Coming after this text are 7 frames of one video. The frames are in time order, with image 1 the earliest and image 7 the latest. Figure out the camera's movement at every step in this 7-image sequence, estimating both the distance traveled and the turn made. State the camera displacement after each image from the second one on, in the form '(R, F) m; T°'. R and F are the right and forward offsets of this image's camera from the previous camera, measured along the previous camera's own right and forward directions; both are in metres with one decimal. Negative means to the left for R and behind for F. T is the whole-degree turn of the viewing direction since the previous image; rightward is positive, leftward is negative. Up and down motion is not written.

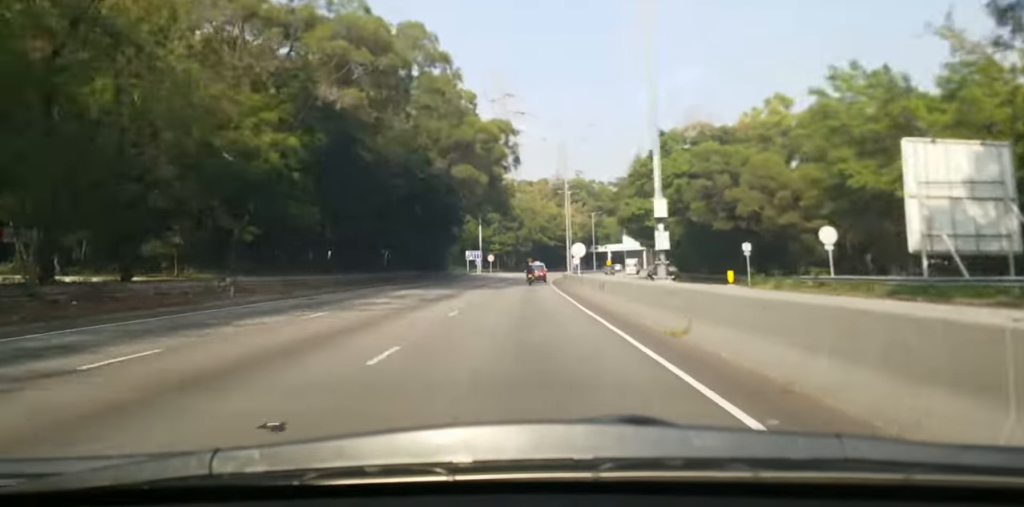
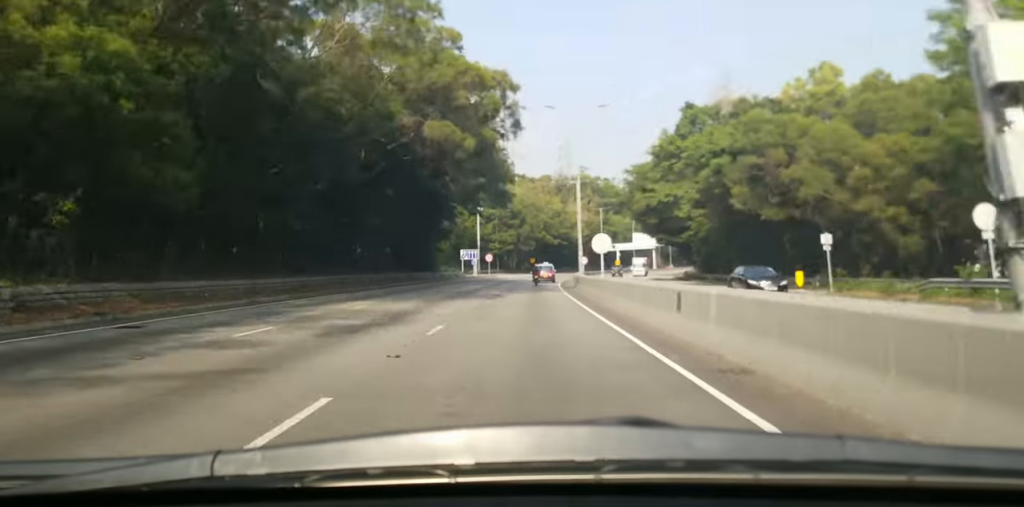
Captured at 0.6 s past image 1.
(+0.2, +12.4) m; +1°
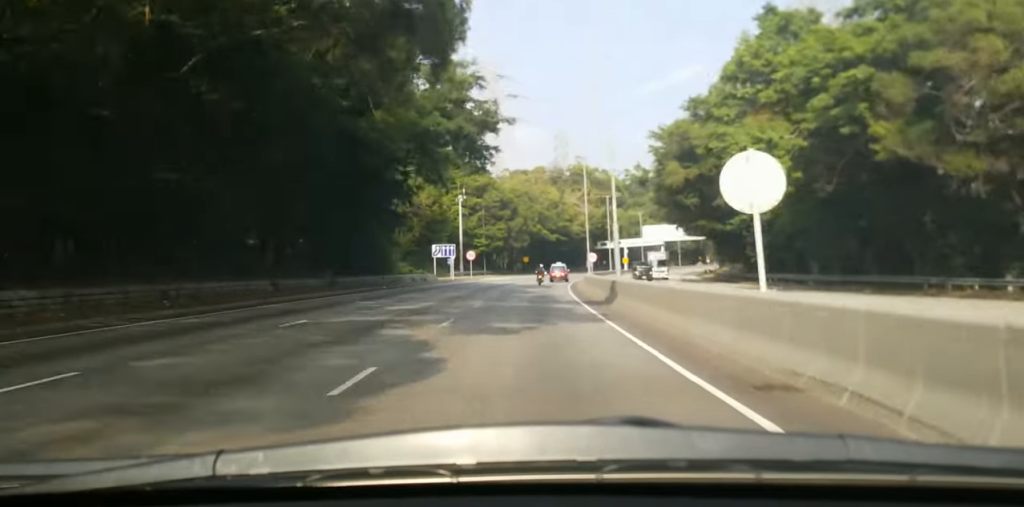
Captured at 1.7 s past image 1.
(+0.5, +24.6) m; +2°
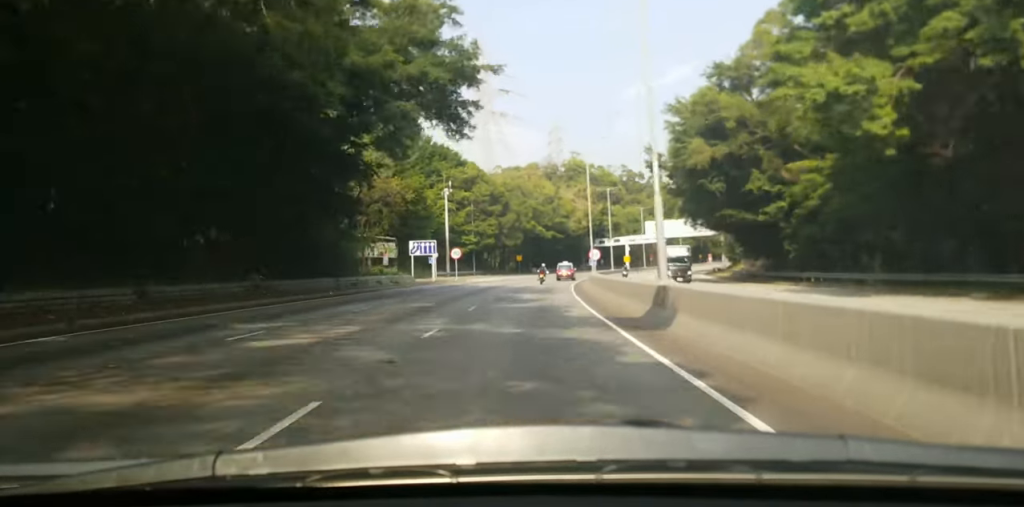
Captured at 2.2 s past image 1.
(+0.1, +10.5) m; +1°
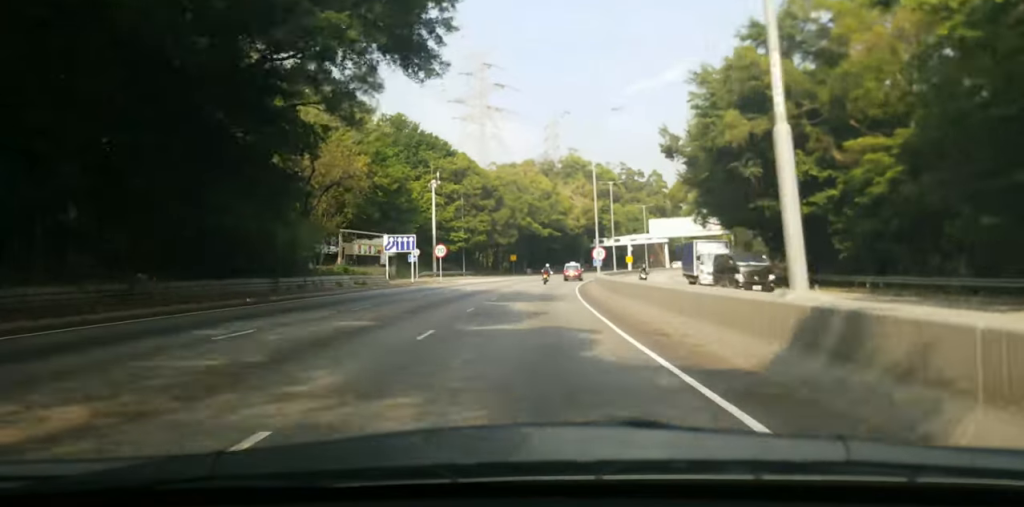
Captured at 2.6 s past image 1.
(+0.1, +9.7) m; 0°
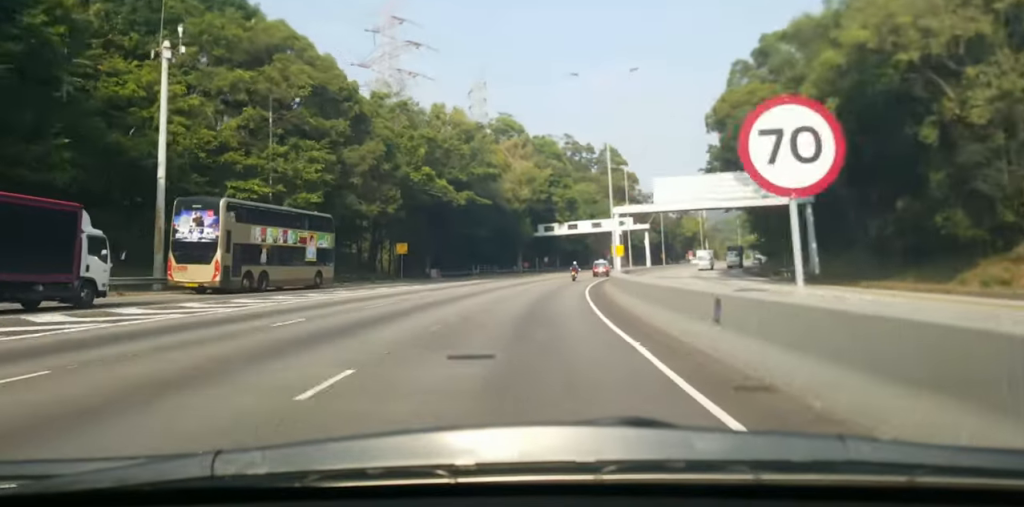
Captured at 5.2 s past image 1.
(+2.0, +58.2) m; +4°
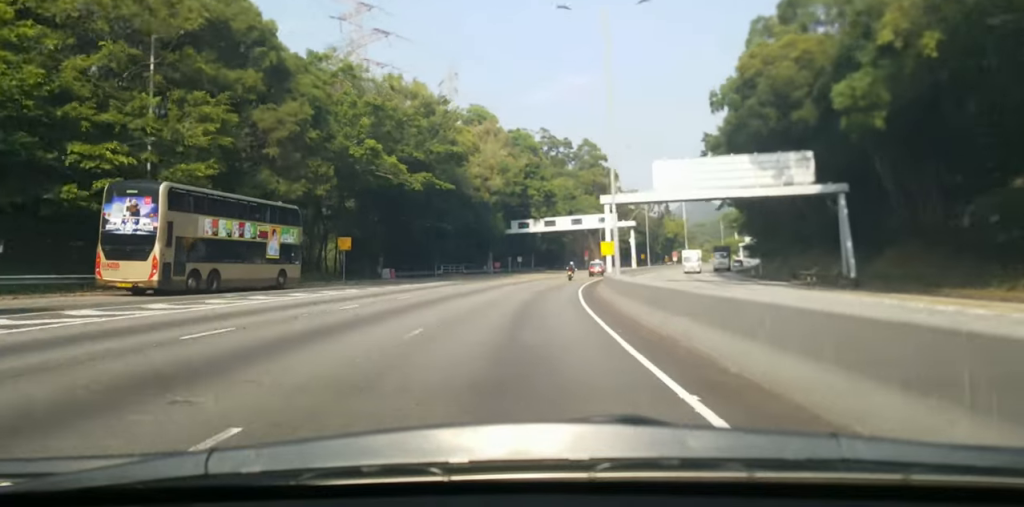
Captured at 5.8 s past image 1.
(-0.3, +12.3) m; +2°
